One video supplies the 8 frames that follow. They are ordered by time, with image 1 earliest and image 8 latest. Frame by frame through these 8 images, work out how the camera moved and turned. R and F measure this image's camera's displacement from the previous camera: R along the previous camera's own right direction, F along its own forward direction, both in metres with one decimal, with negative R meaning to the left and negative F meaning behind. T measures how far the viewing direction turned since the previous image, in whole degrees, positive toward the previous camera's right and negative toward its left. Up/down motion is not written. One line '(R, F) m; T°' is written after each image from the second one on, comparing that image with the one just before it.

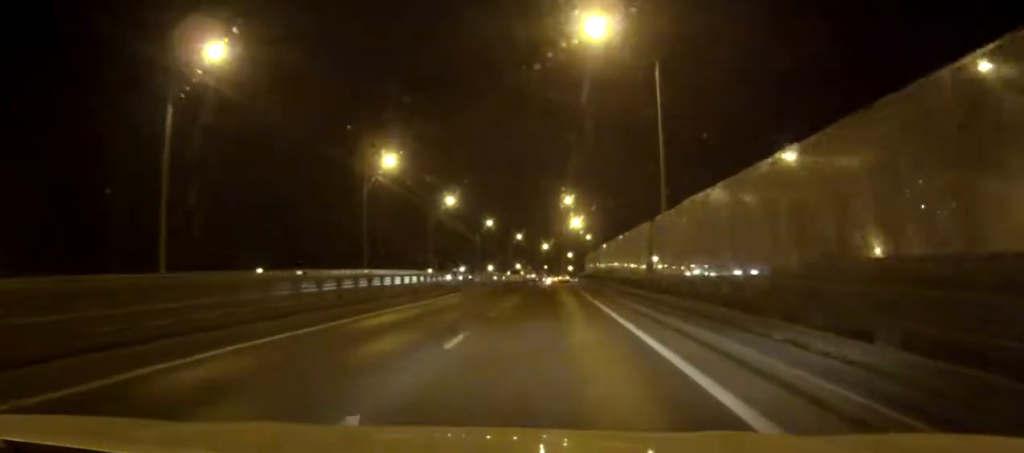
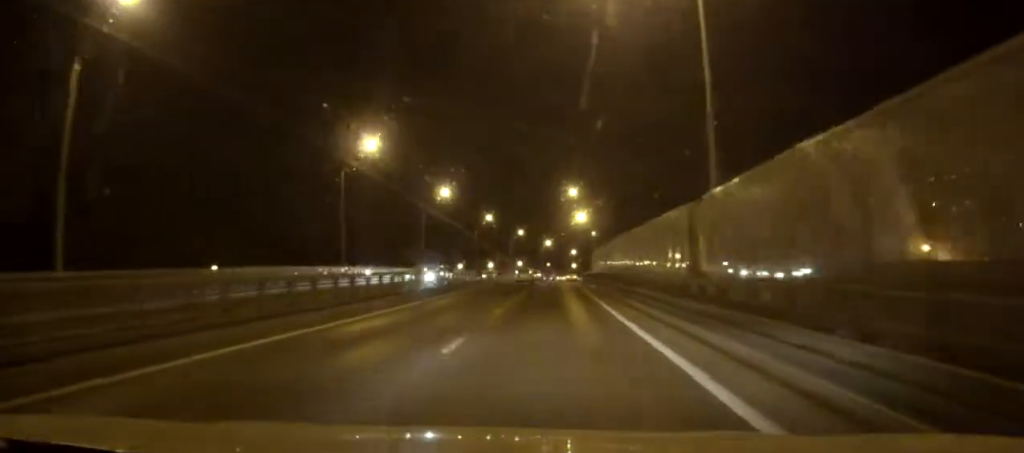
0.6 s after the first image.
(0.0, +9.0) m; 0°
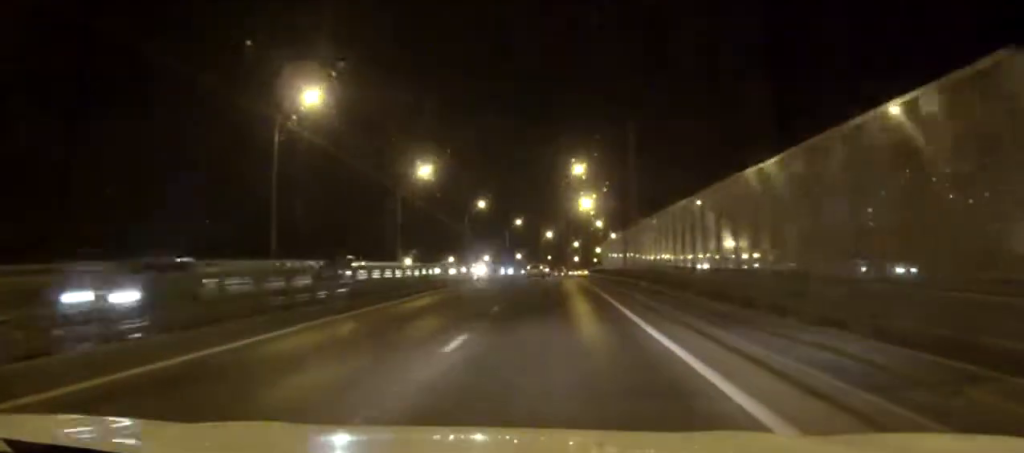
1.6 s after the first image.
(0.0, +17.4) m; 0°
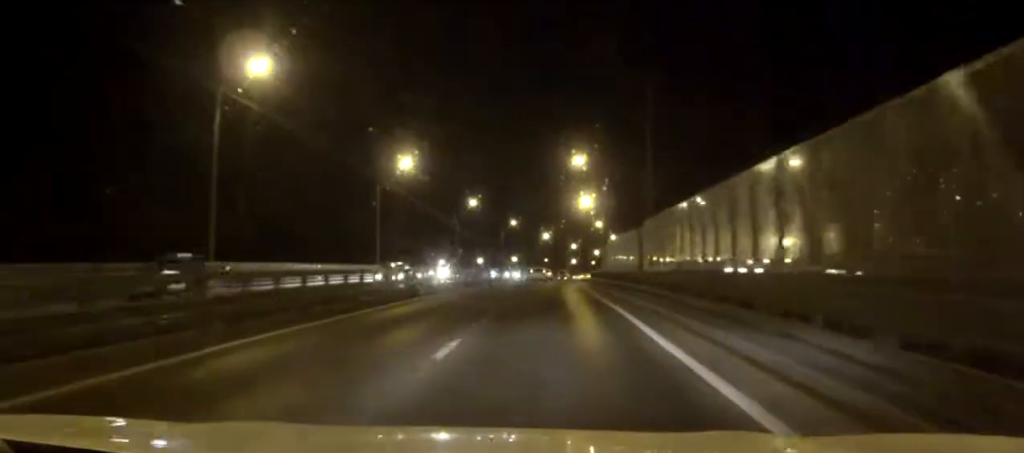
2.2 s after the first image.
(0.0, +9.6) m; 0°
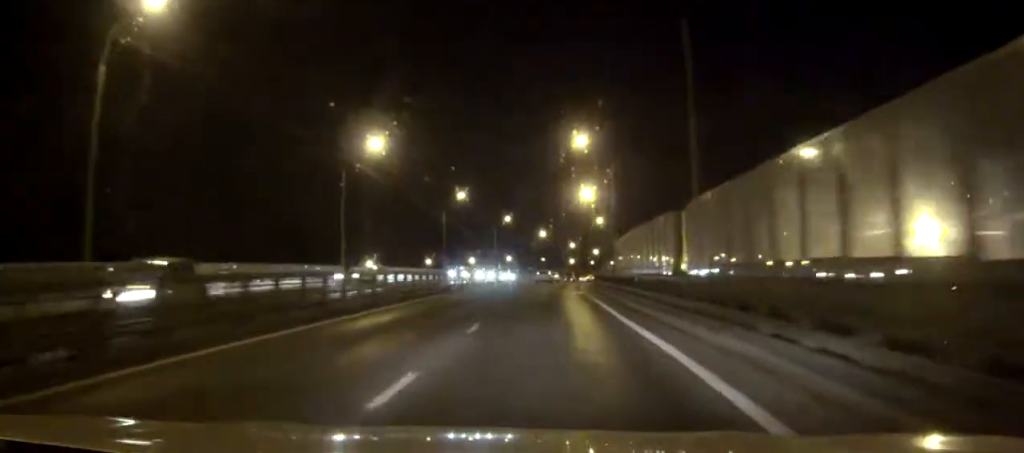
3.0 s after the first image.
(0.0, +13.5) m; 0°
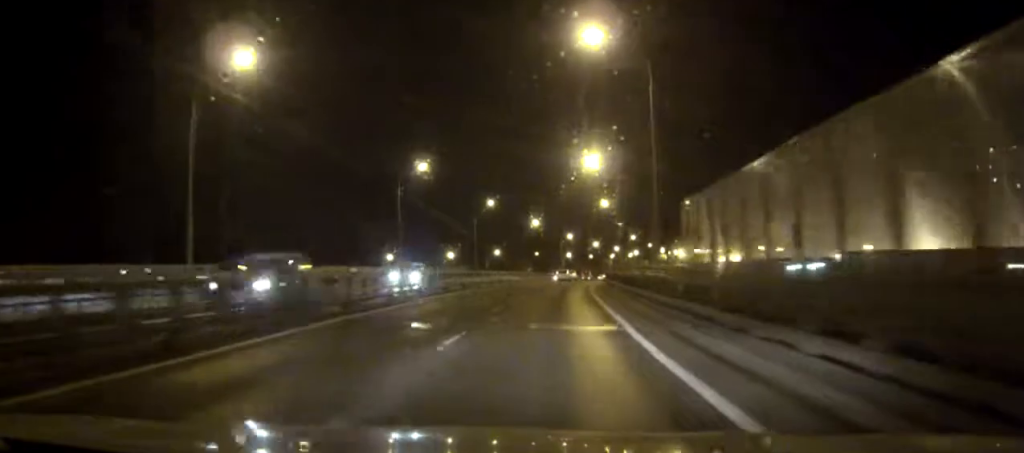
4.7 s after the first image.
(+0.1, +32.0) m; +1°
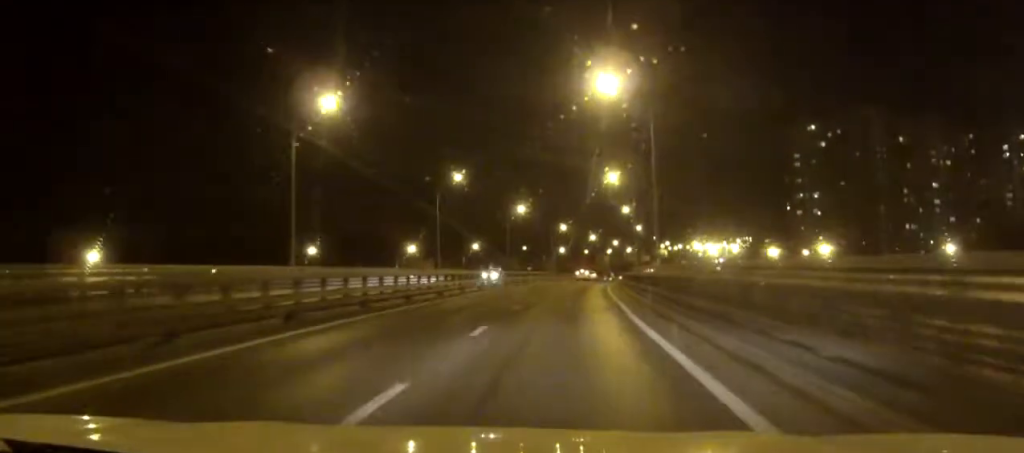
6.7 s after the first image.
(+0.2, +32.2) m; +1°
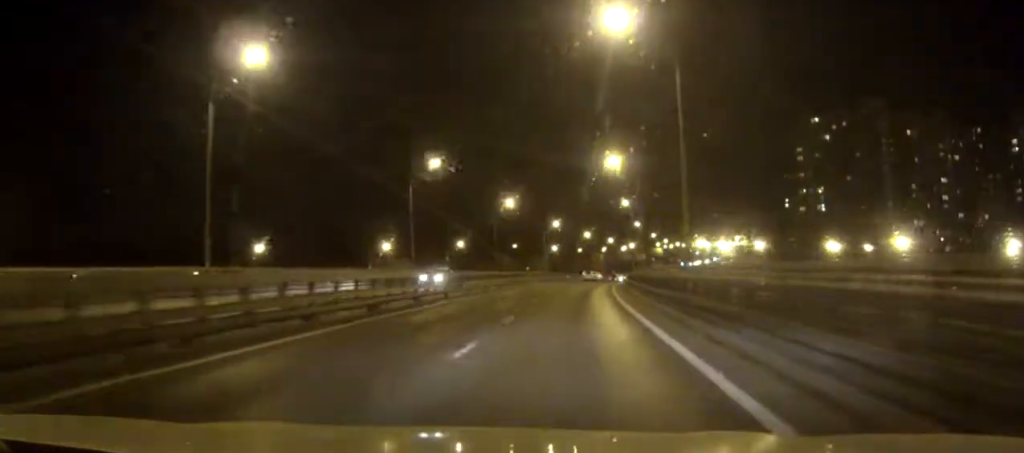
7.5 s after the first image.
(0.0, +11.9) m; +1°
